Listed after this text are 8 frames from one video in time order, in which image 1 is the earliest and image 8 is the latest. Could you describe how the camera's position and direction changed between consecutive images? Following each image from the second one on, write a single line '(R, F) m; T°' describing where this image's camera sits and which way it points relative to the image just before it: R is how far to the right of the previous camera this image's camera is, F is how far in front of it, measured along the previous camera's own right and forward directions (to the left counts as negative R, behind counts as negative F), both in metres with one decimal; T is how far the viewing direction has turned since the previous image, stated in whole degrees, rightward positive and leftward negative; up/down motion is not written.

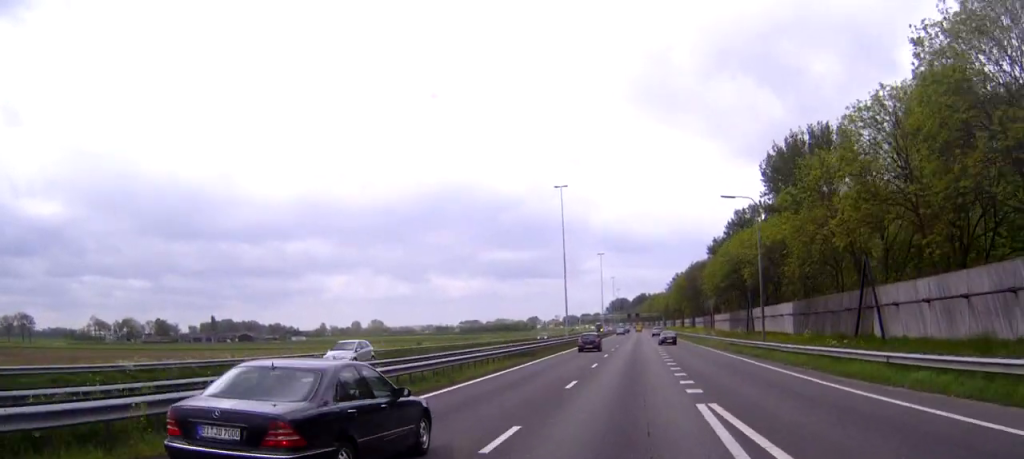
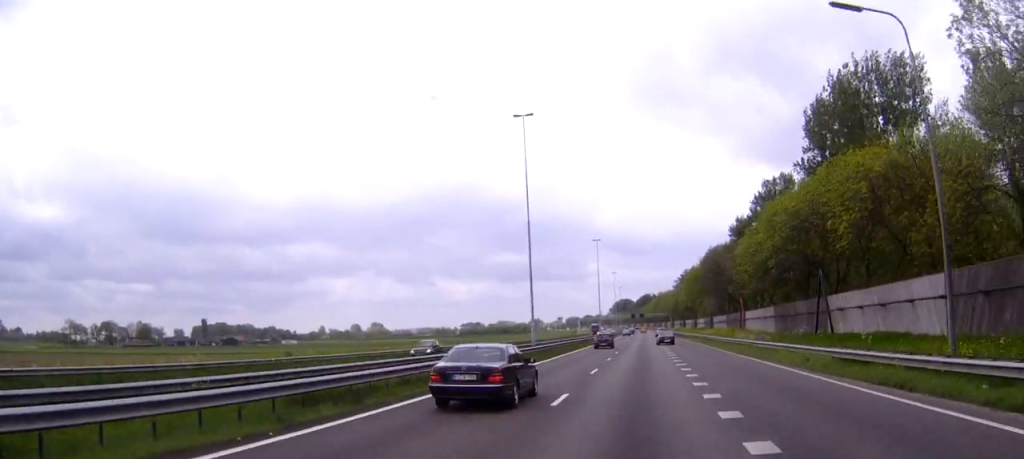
(-0.1, +29.7) m; 0°
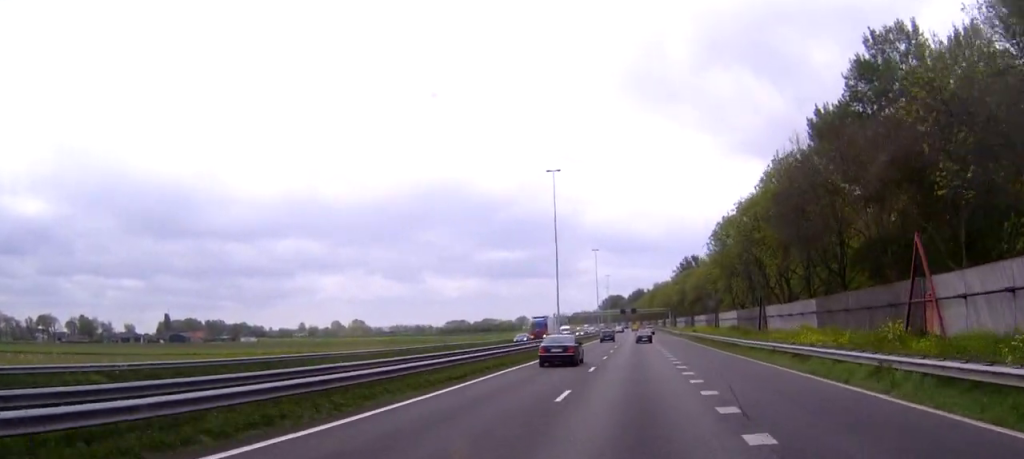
(+0.5, +59.0) m; +1°
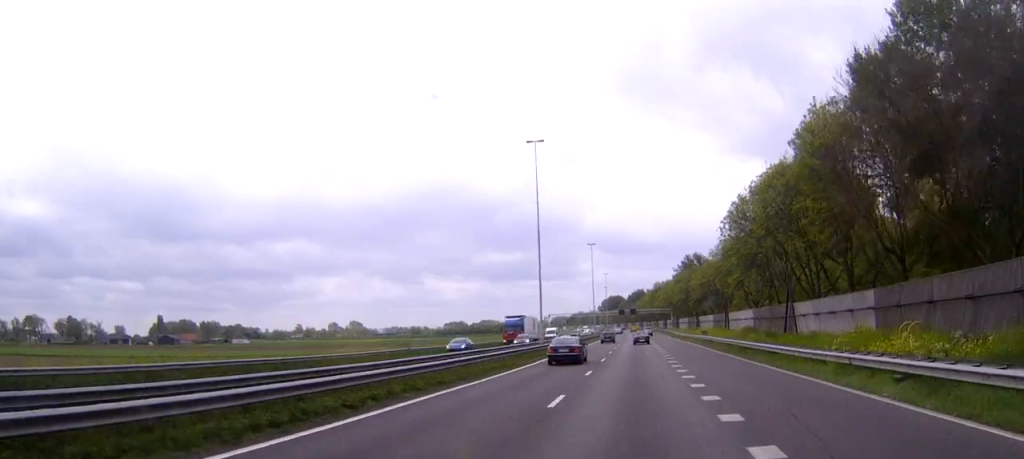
(0.0, +12.9) m; 0°
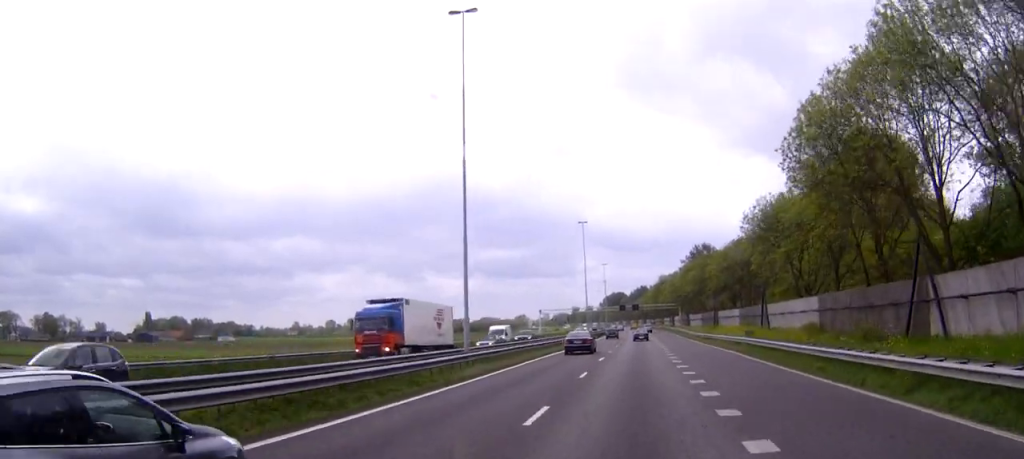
(0.0, +27.3) m; 0°
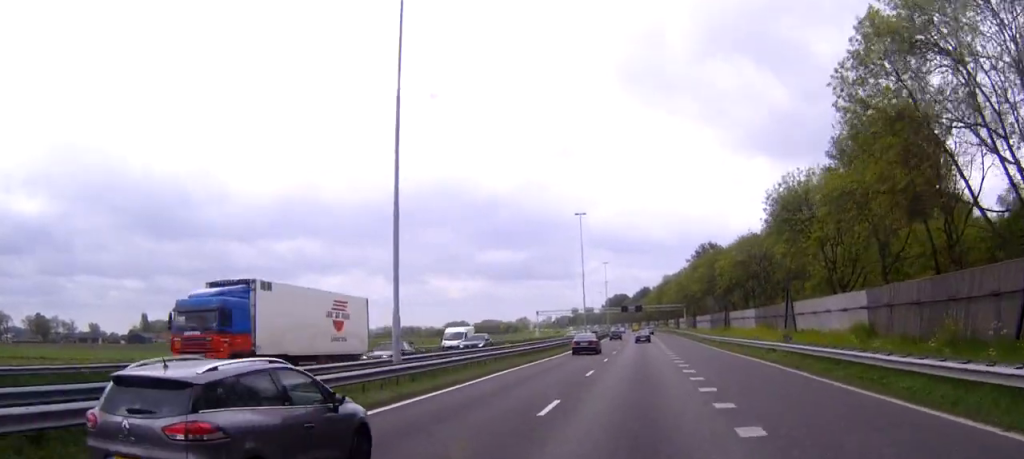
(0.0, +10.5) m; 0°
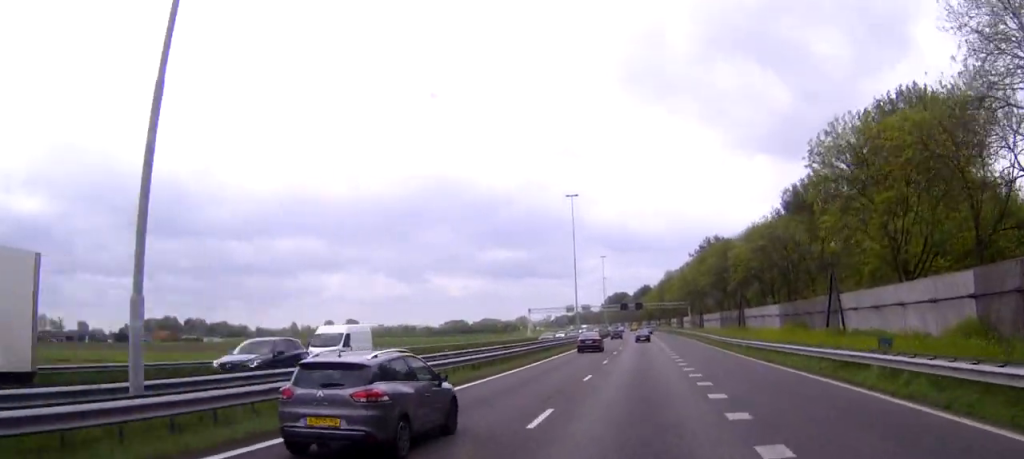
(0.0, +13.7) m; 0°
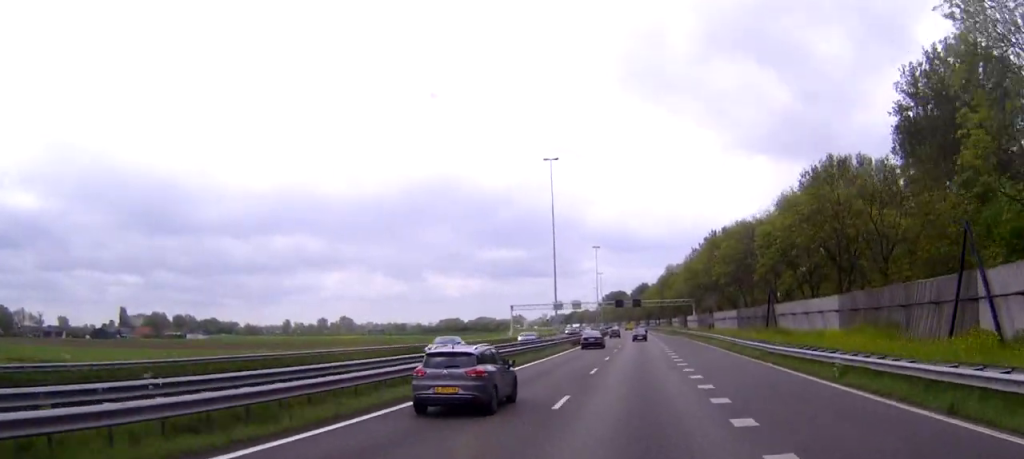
(0.0, +20.3) m; 0°
